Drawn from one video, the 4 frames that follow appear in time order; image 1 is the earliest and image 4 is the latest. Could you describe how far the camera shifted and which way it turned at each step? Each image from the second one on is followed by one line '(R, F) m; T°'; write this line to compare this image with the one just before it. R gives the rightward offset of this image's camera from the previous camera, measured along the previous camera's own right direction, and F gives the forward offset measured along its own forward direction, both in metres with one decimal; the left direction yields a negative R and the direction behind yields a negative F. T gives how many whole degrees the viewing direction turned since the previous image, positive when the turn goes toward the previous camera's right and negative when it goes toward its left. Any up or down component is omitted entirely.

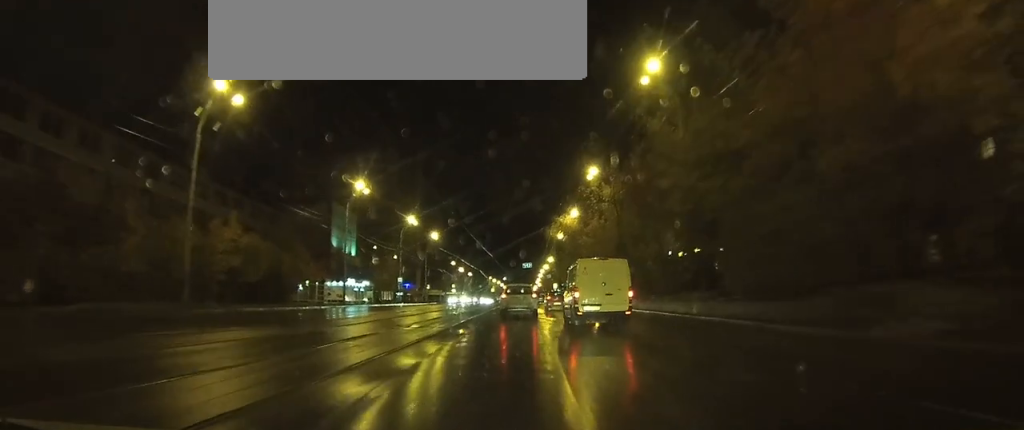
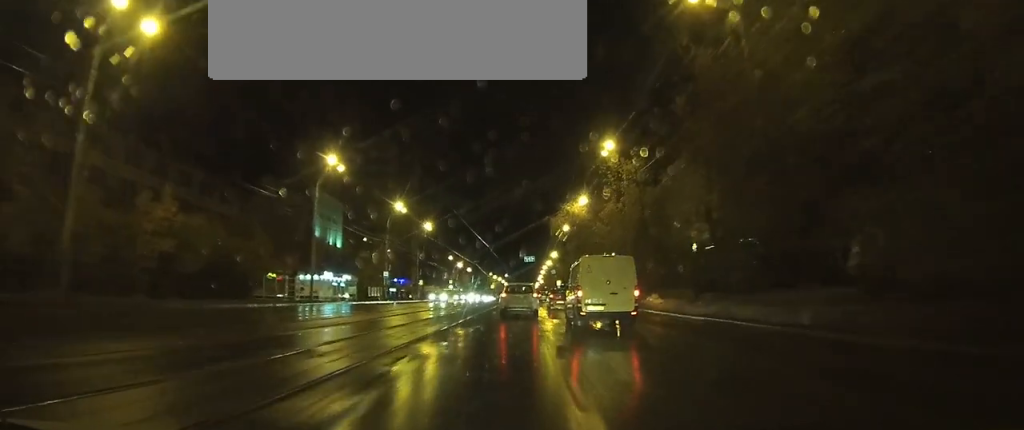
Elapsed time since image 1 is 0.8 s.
(-0.1, +10.3) m; 0°
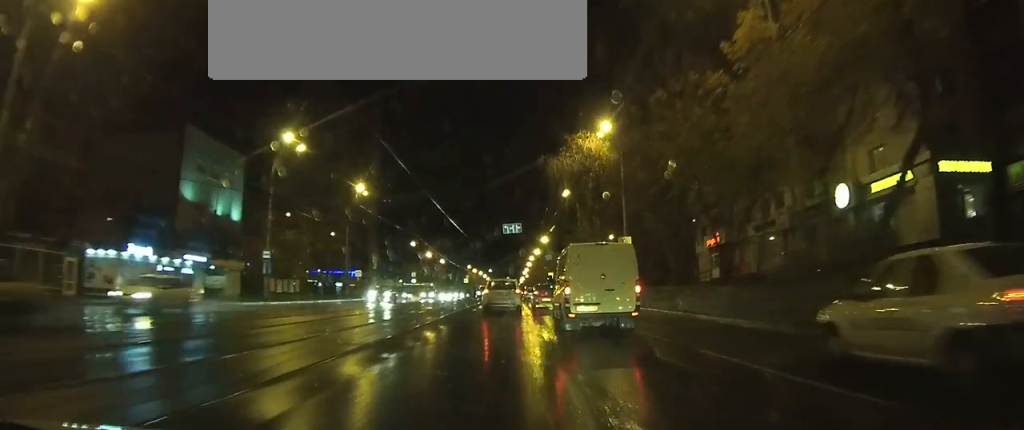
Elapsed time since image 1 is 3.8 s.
(+0.4, +34.6) m; +2°
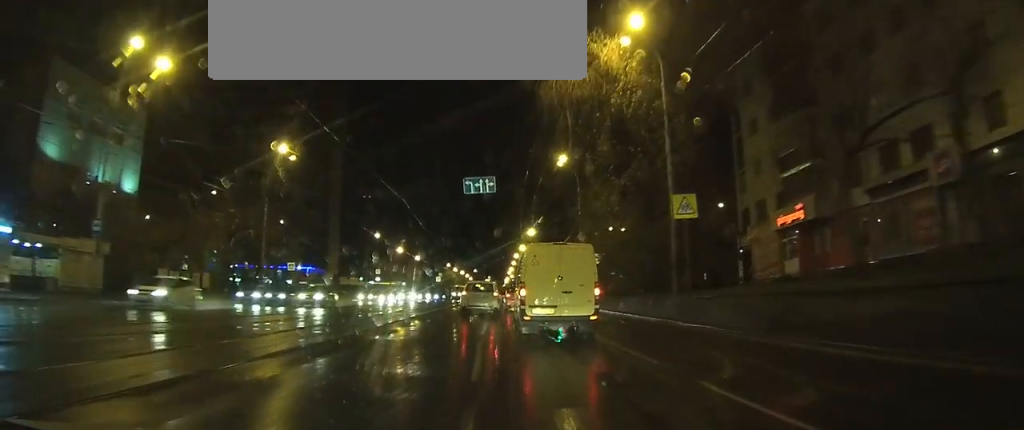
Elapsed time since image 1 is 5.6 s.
(+0.3, +19.2) m; +1°
